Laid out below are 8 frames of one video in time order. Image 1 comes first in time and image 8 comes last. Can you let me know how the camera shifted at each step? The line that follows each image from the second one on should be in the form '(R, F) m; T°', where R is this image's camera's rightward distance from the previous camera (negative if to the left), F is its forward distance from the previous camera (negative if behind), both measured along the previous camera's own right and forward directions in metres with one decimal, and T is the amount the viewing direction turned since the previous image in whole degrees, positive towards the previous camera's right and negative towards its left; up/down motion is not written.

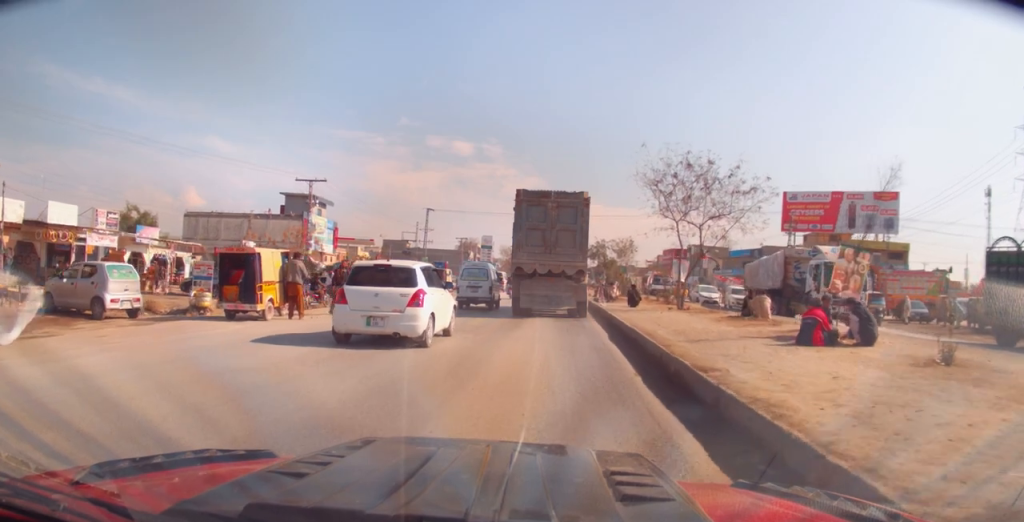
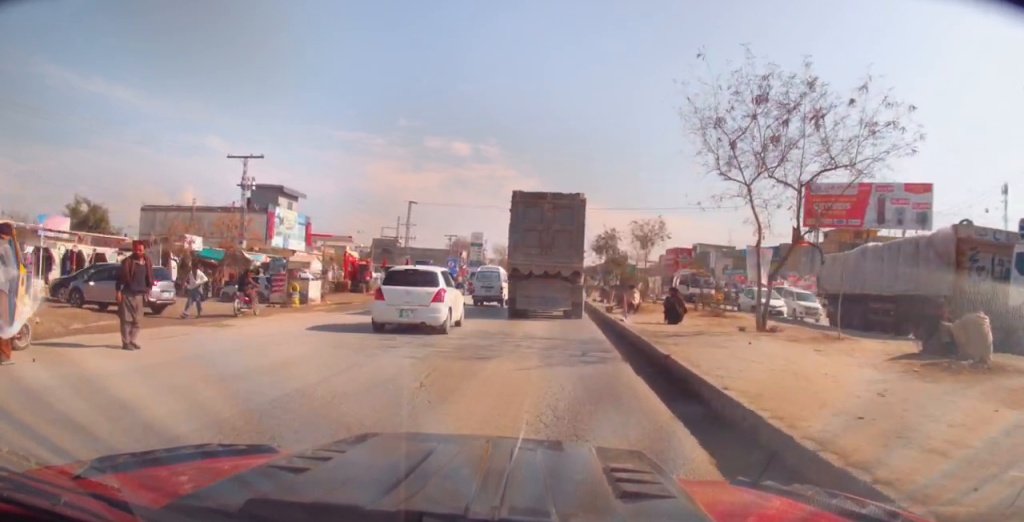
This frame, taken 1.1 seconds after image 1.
(0.0, +9.9) m; -1°
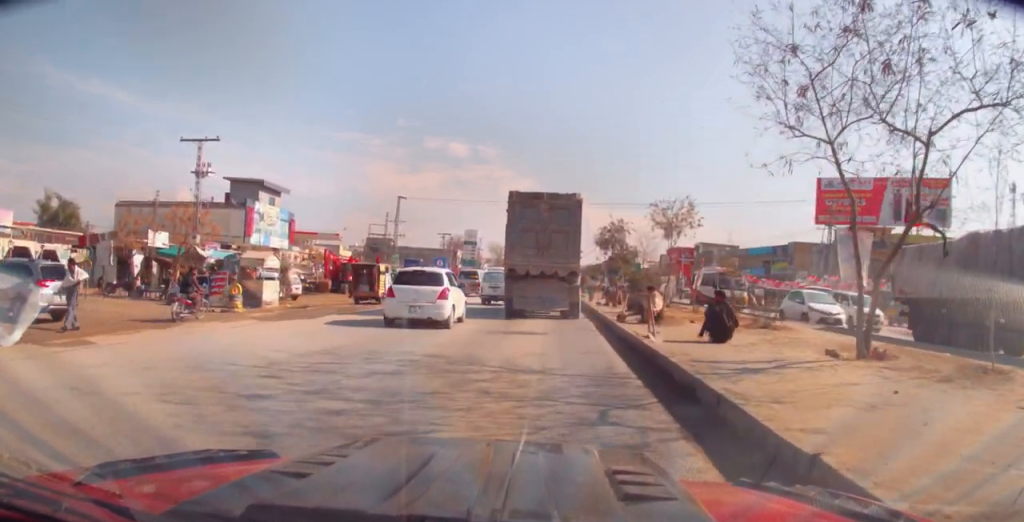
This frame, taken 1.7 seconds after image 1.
(-0.1, +5.2) m; -1°
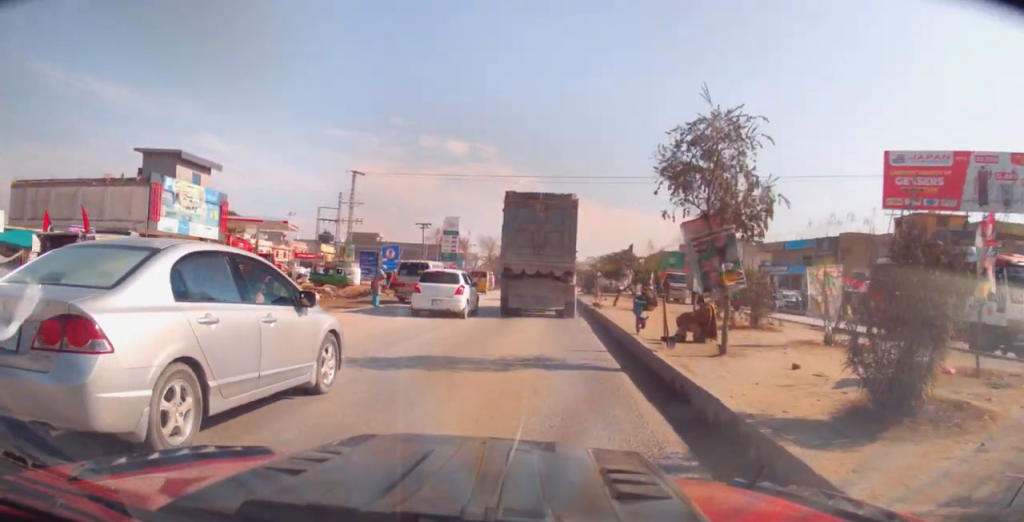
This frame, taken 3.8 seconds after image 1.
(+0.4, +18.4) m; 0°
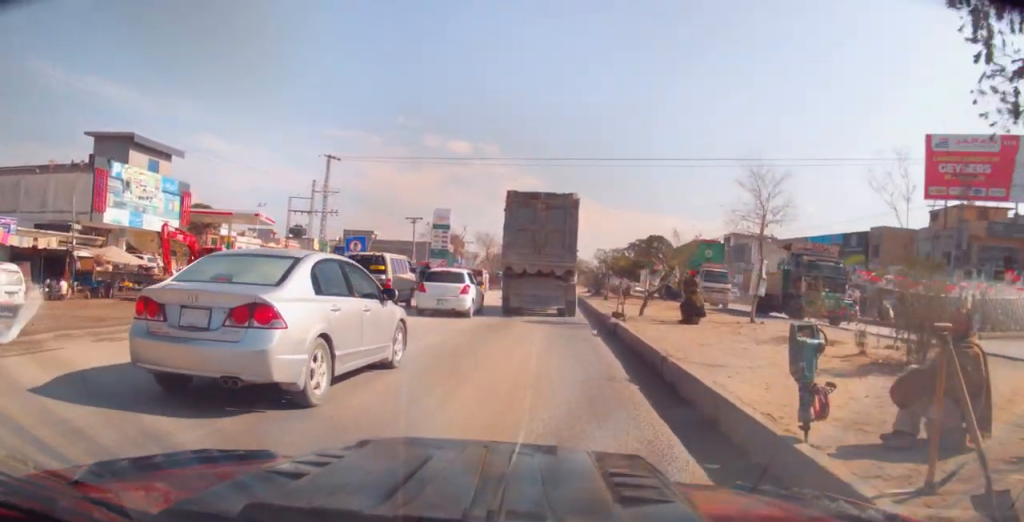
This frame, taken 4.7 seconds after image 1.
(-0.4, +7.8) m; 0°
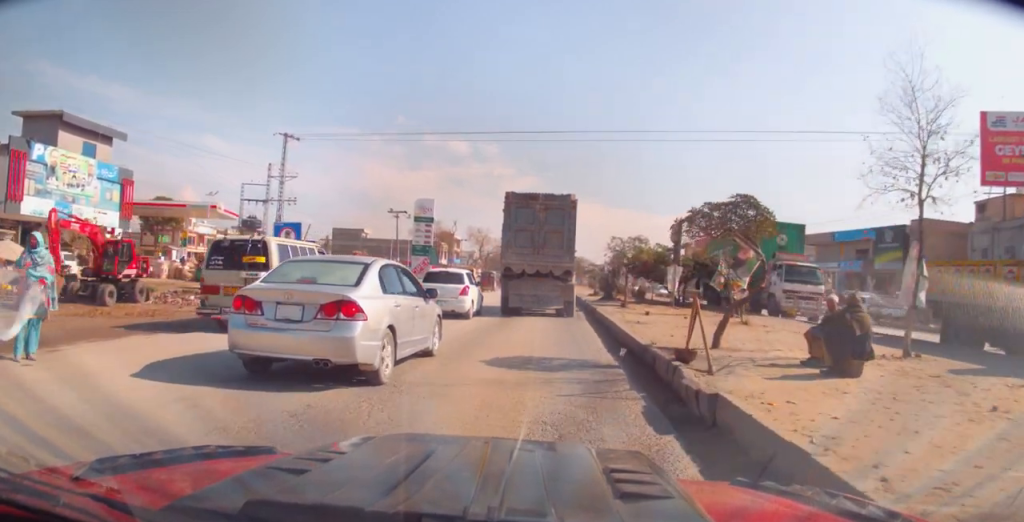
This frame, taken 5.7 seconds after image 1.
(+0.5, +9.2) m; +2°
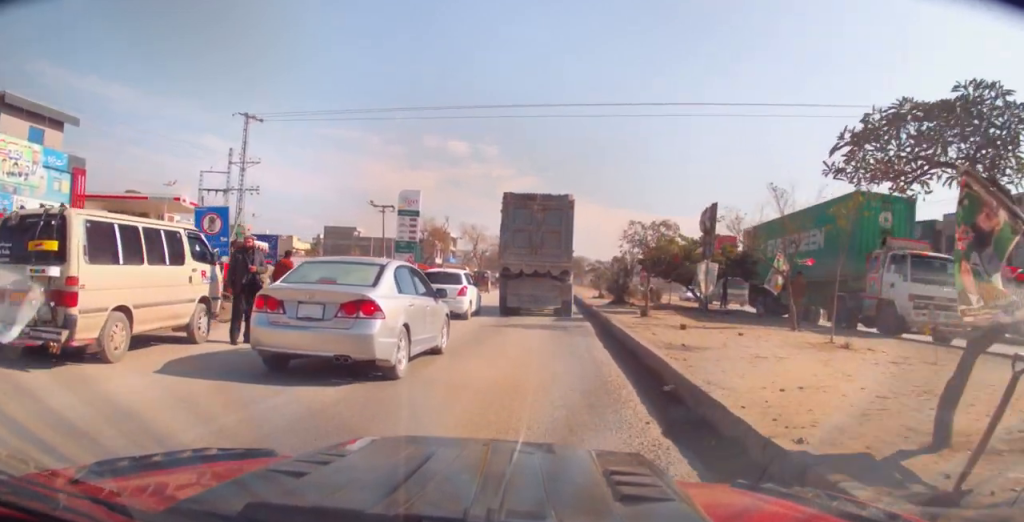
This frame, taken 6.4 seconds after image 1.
(-0.1, +6.2) m; -1°
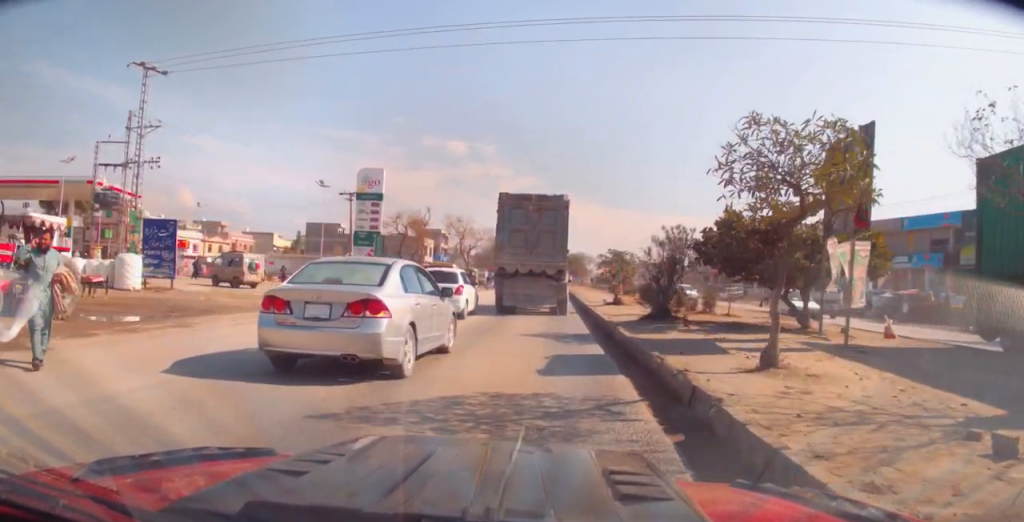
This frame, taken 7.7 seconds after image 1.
(-0.1, +11.0) m; -1°
